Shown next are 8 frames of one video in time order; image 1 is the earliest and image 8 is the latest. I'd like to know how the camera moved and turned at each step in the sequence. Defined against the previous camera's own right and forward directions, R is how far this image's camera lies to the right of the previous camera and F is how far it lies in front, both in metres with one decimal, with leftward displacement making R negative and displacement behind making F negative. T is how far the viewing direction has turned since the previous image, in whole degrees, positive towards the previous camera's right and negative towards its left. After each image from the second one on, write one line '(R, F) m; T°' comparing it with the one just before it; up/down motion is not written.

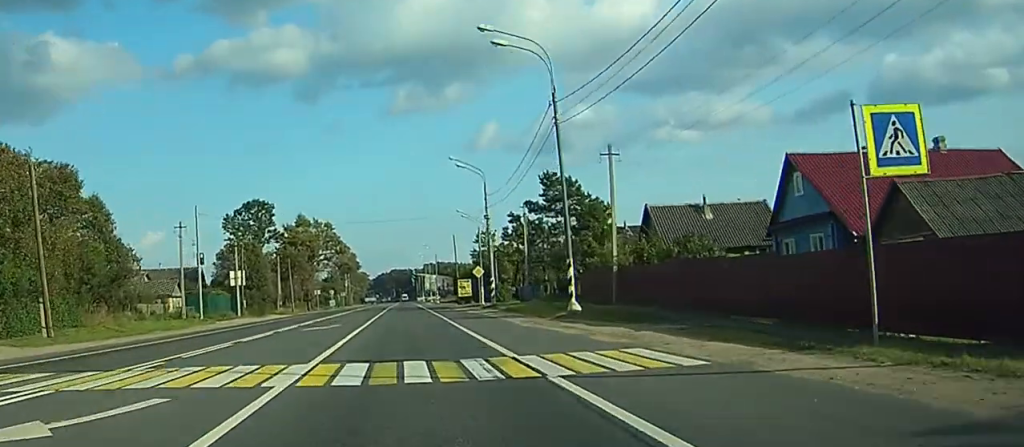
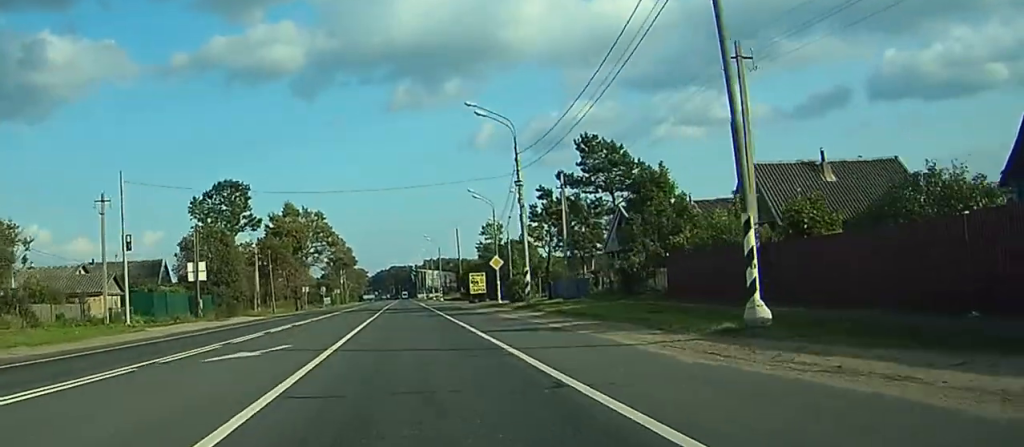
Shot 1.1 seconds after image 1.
(+0.1, +18.3) m; +1°
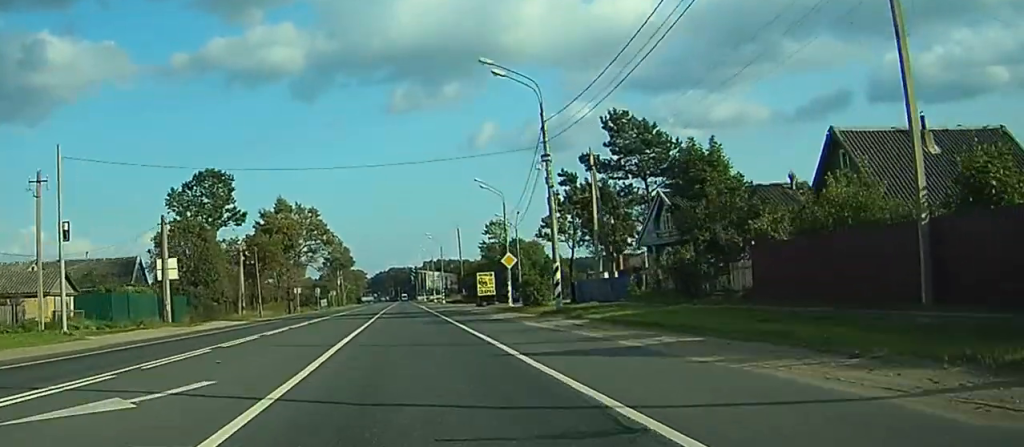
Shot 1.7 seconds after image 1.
(0.0, +9.4) m; +1°
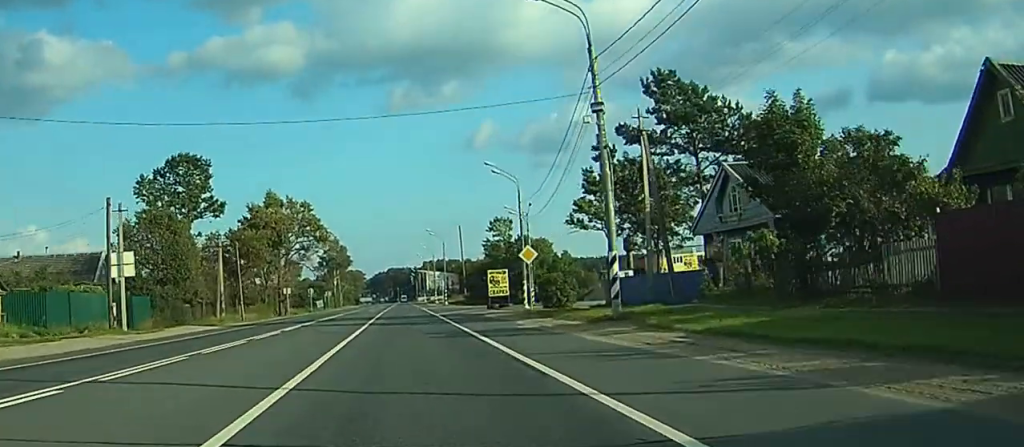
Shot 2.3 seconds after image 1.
(+0.3, +10.6) m; 0°
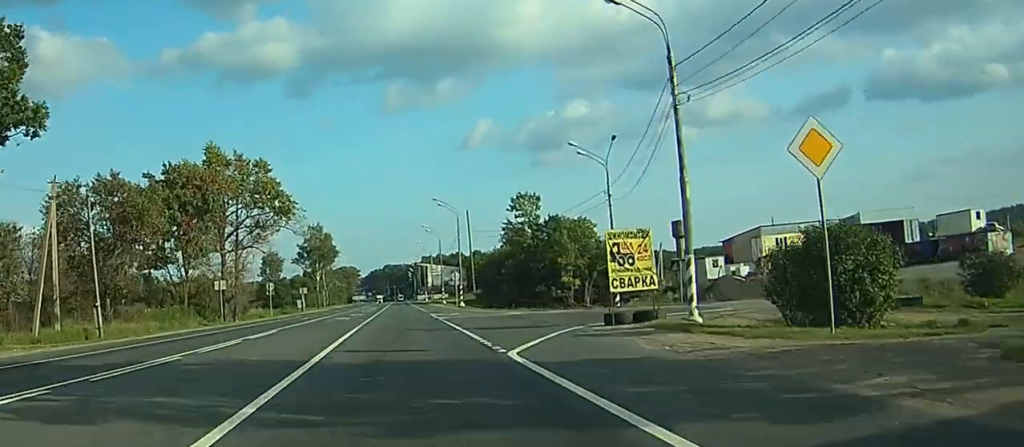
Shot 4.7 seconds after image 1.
(-0.6, +40.2) m; 0°
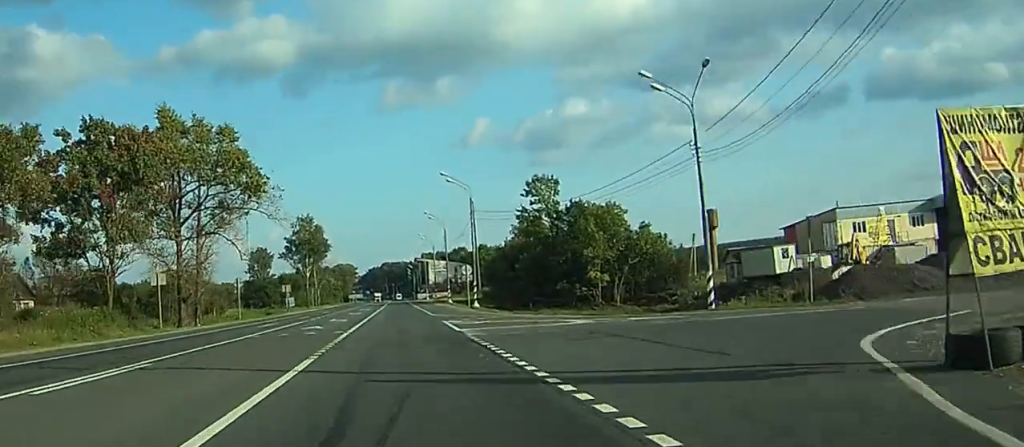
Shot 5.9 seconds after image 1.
(0.0, +18.4) m; 0°
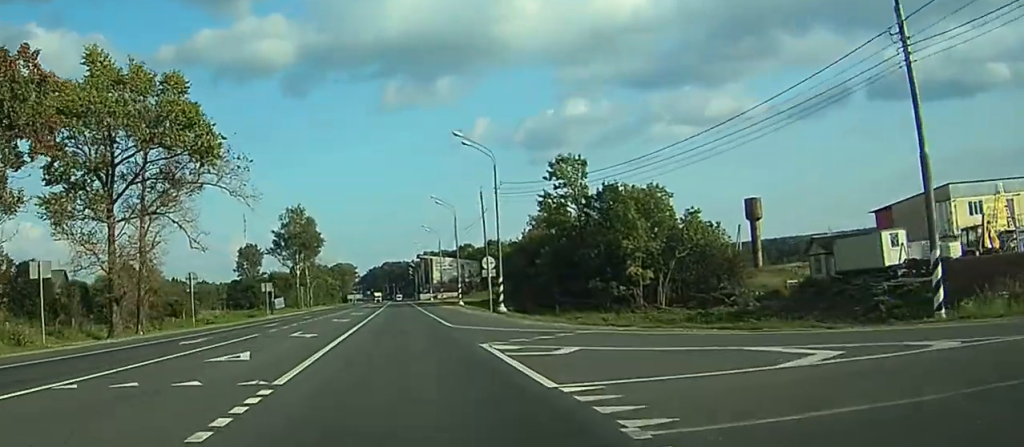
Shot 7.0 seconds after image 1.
(0.0, +18.2) m; 0°
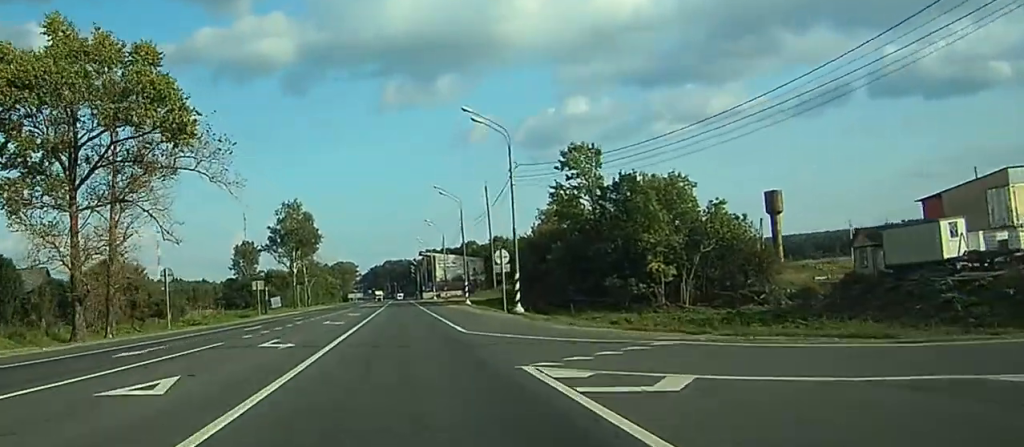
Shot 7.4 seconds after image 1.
(0.0, +6.9) m; 0°
